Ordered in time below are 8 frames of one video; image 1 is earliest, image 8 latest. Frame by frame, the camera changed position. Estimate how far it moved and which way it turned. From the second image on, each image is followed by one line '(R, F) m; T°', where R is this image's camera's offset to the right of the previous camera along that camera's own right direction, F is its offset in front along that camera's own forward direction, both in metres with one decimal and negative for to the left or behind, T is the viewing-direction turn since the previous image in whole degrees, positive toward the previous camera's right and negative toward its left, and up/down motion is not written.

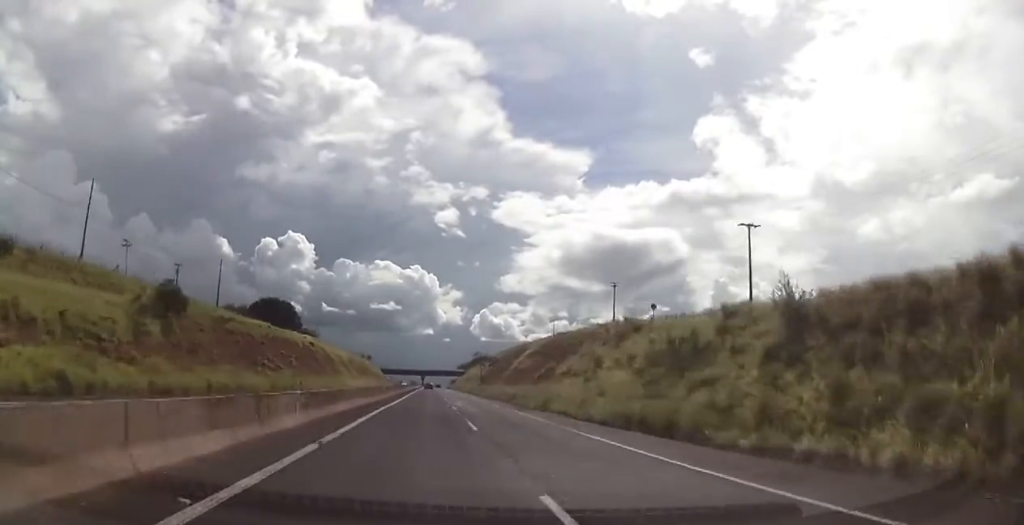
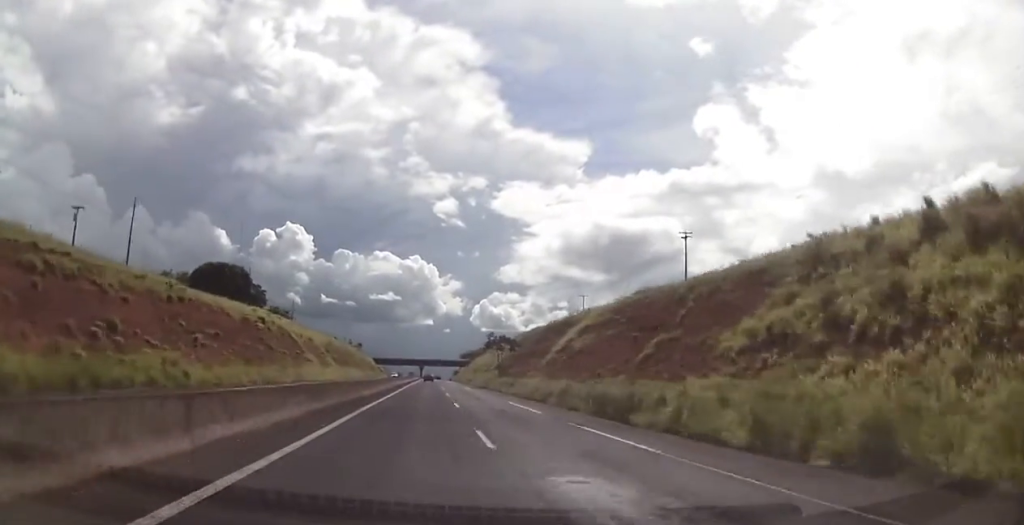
(+0.1, +39.9) m; 0°
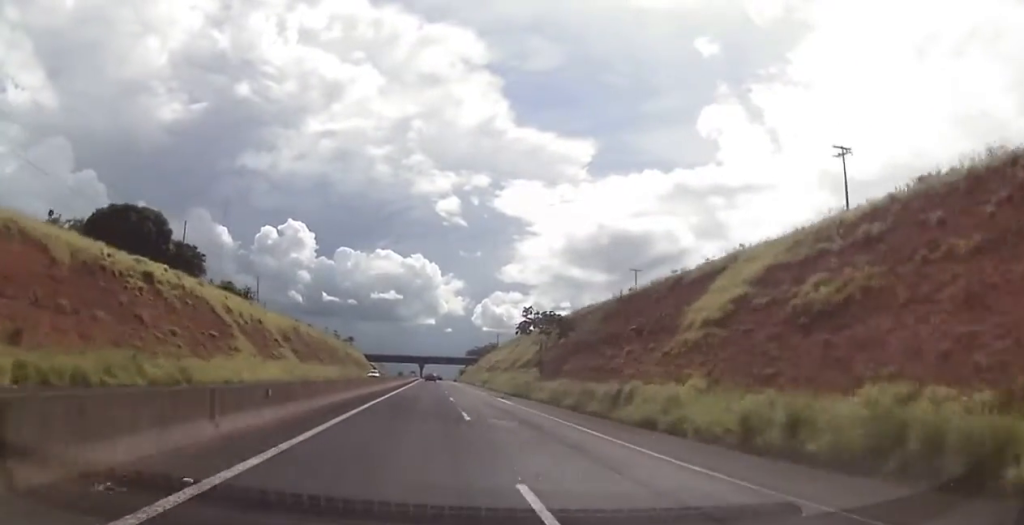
(+0.1, +40.7) m; 0°
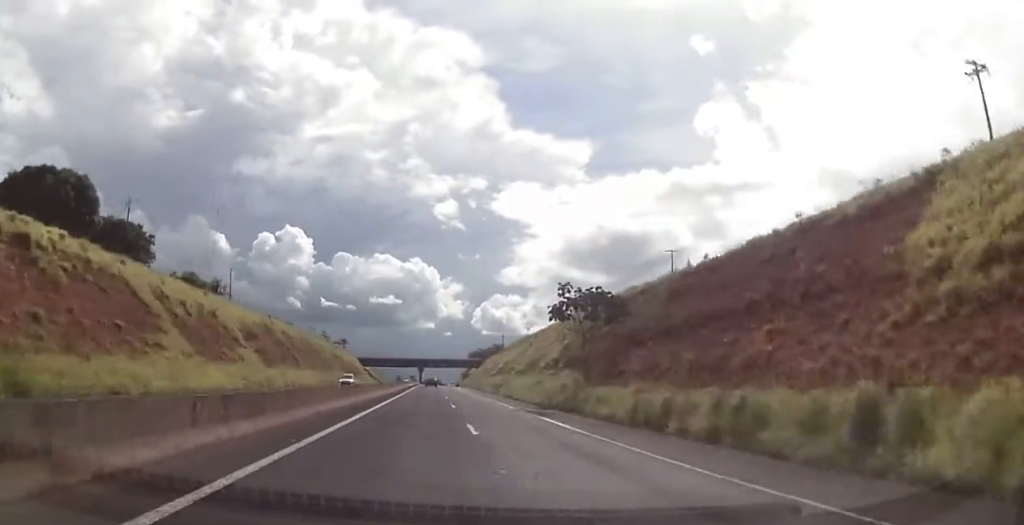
(0.0, +19.7) m; 0°
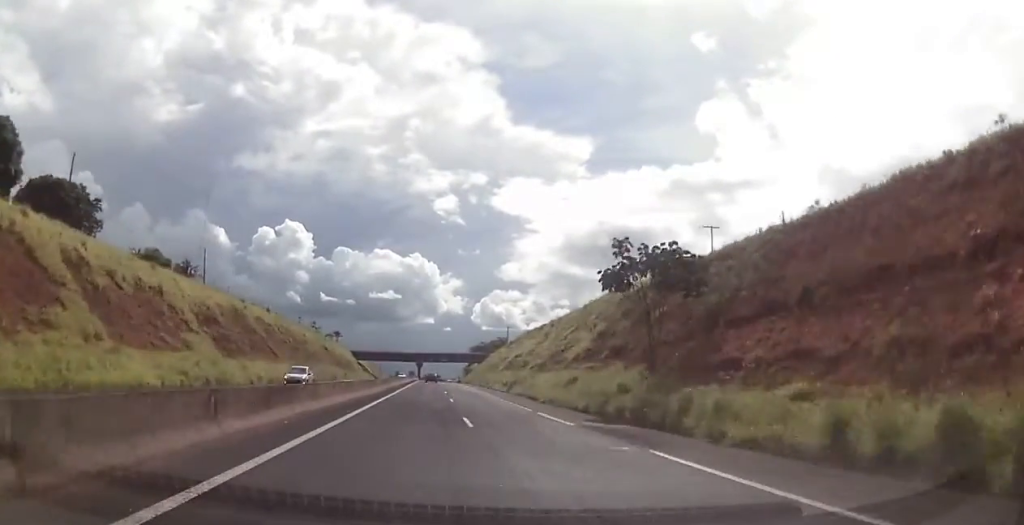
(0.0, +15.3) m; 0°
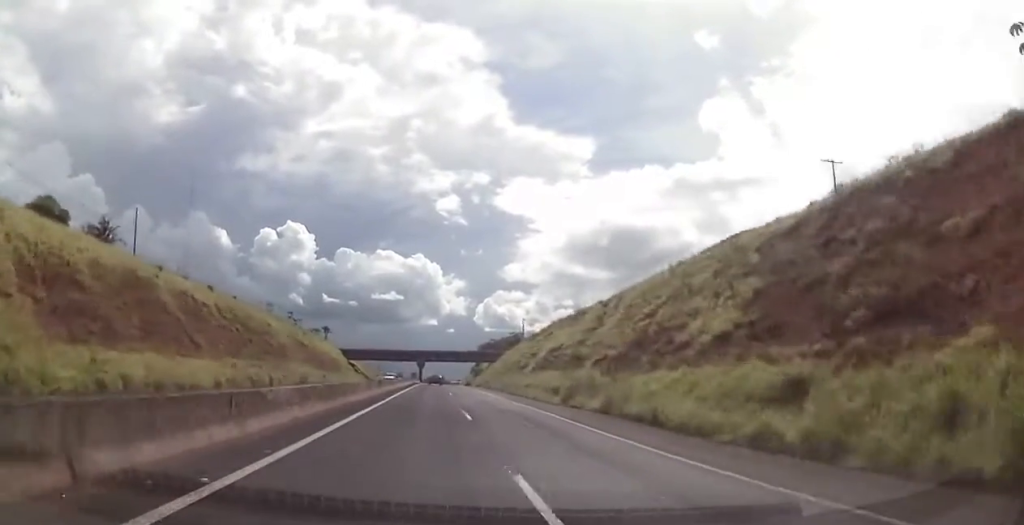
(0.0, +29.4) m; 0°
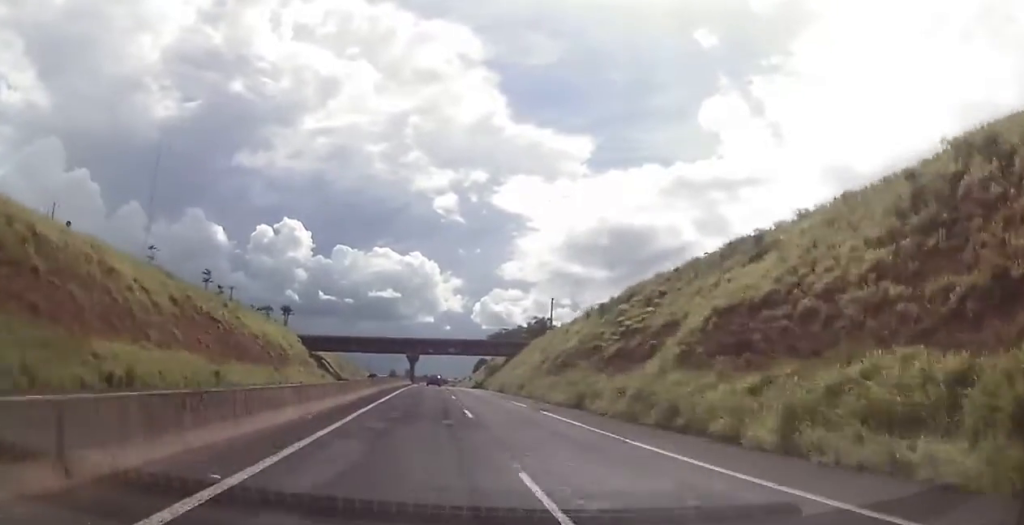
(0.0, +49.4) m; 0°
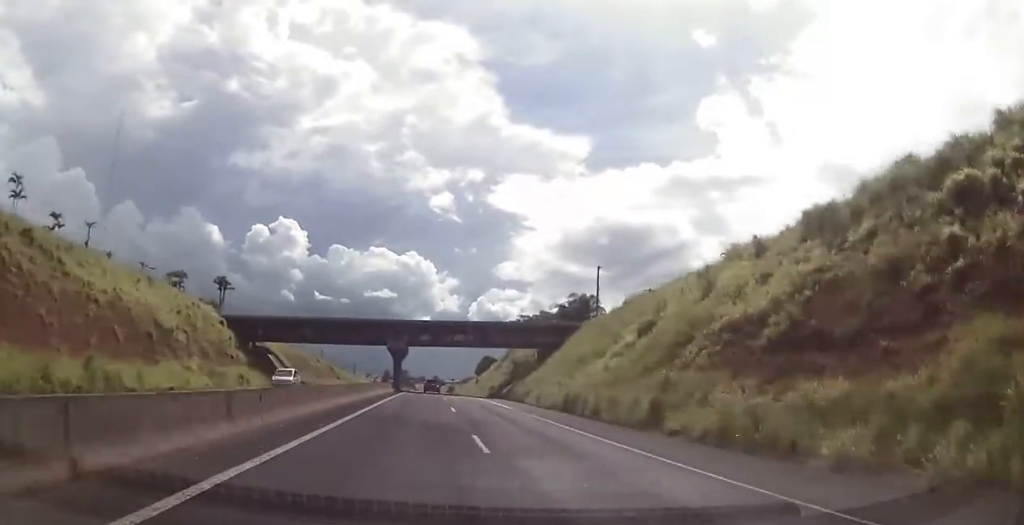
(0.0, +42.9) m; 0°
